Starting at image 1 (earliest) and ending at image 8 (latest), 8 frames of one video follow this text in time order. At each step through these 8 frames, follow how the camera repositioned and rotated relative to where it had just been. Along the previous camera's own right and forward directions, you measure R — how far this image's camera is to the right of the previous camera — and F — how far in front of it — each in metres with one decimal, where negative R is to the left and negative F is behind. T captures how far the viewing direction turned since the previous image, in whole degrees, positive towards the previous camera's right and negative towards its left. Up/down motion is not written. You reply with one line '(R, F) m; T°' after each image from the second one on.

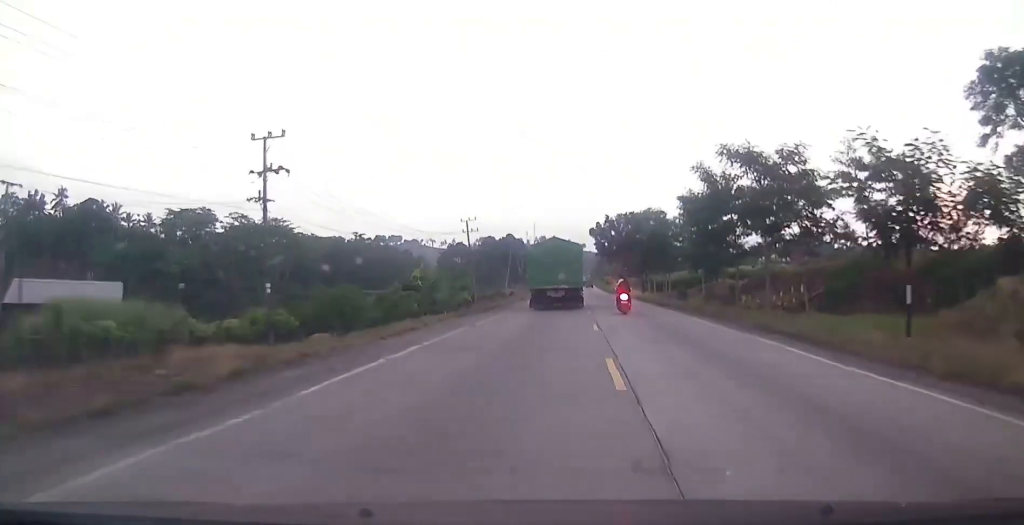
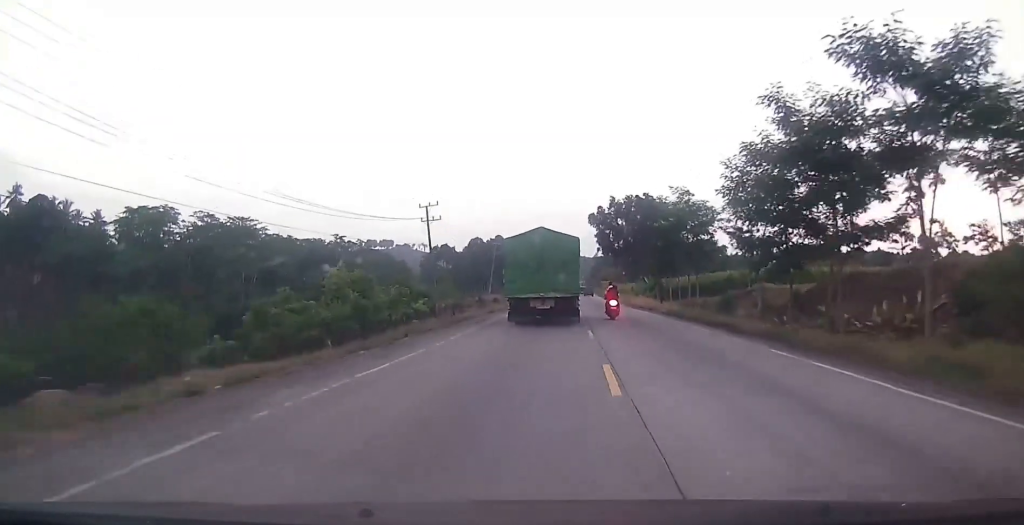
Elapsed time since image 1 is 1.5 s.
(+0.5, +21.0) m; 0°
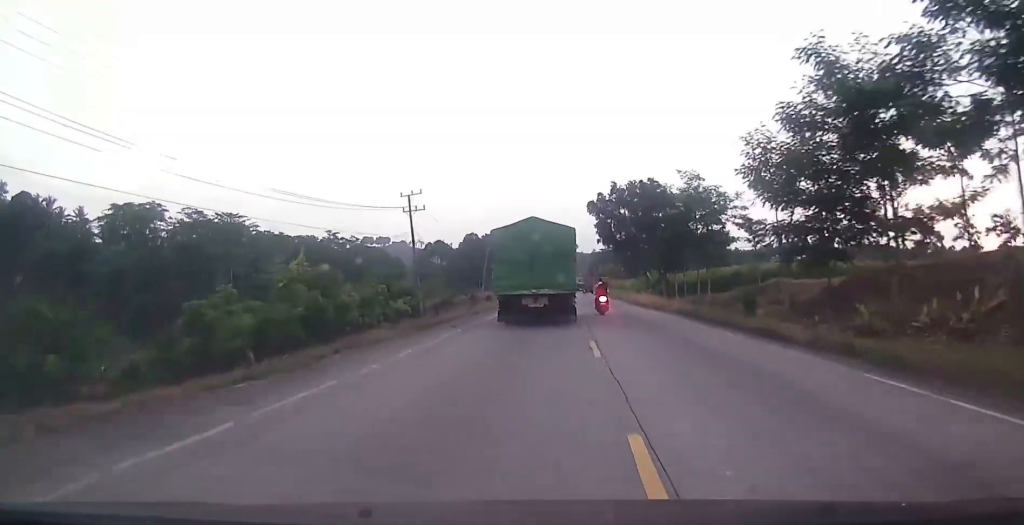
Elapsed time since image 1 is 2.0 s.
(-0.3, +6.2) m; 0°
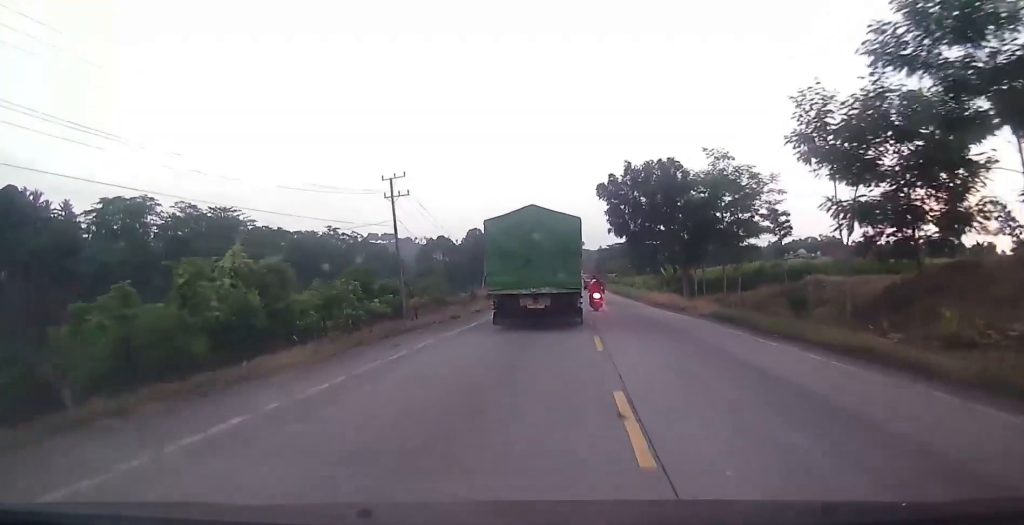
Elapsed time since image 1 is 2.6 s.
(-0.1, +8.2) m; 0°
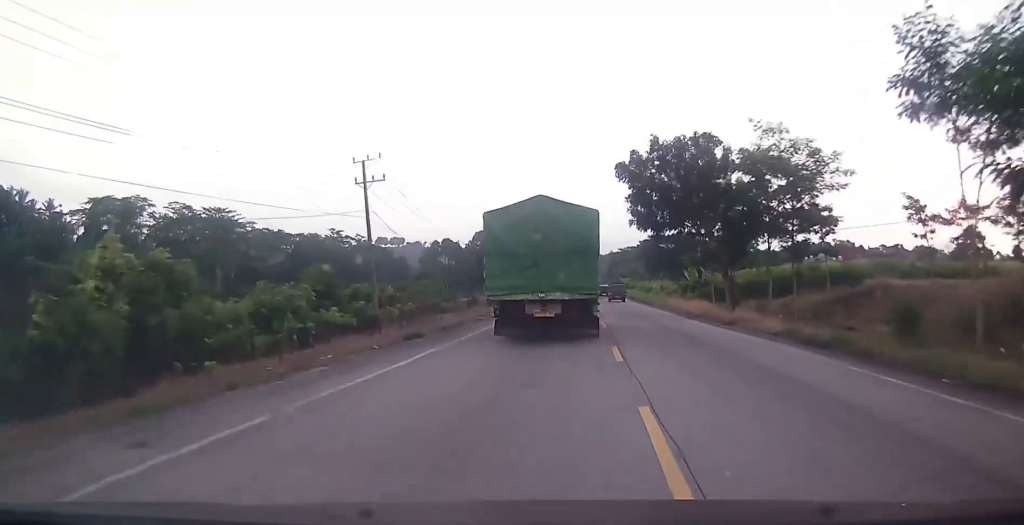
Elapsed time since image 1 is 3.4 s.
(+0.3, +10.1) m; 0°
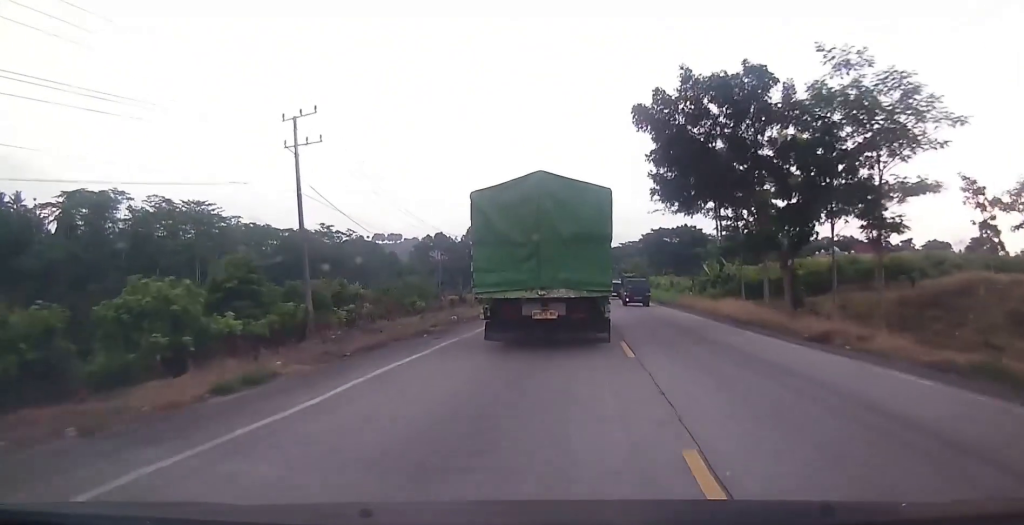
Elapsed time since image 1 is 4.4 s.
(-0.4, +11.6) m; -1°
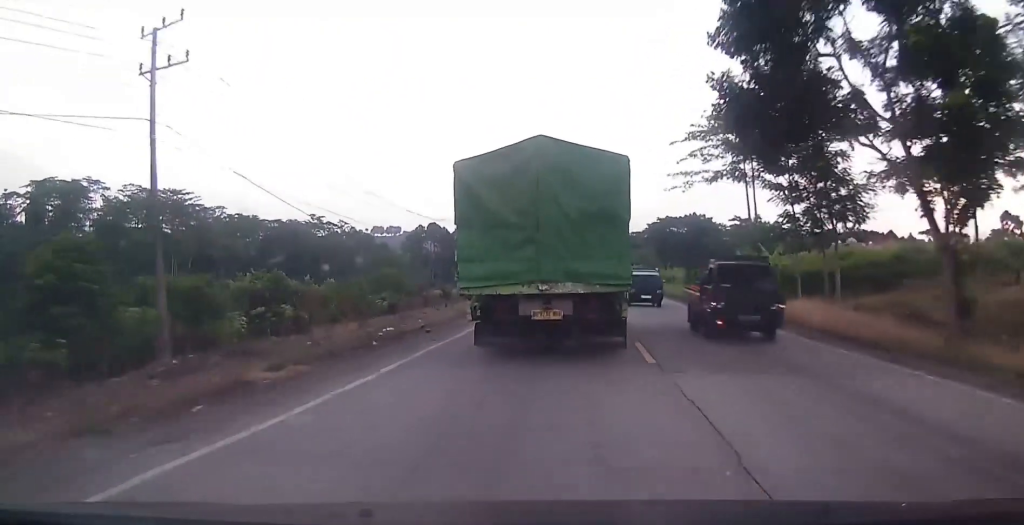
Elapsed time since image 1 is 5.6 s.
(+0.2, +12.8) m; +1°
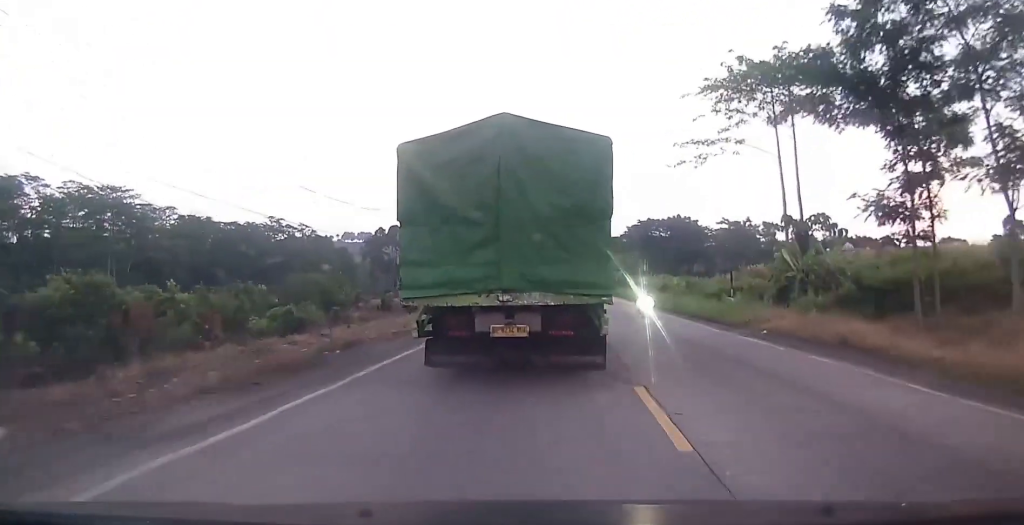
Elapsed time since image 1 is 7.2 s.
(+0.5, +16.4) m; +4°
